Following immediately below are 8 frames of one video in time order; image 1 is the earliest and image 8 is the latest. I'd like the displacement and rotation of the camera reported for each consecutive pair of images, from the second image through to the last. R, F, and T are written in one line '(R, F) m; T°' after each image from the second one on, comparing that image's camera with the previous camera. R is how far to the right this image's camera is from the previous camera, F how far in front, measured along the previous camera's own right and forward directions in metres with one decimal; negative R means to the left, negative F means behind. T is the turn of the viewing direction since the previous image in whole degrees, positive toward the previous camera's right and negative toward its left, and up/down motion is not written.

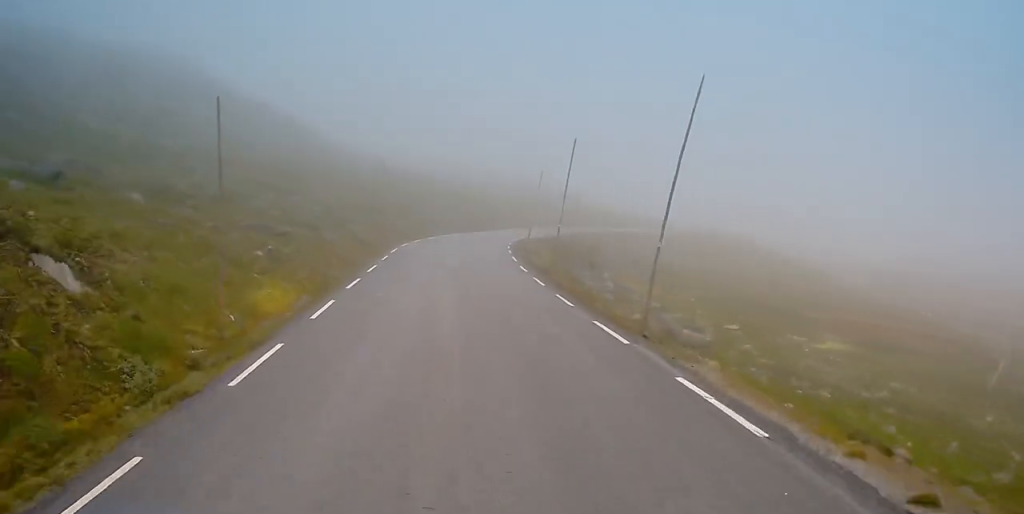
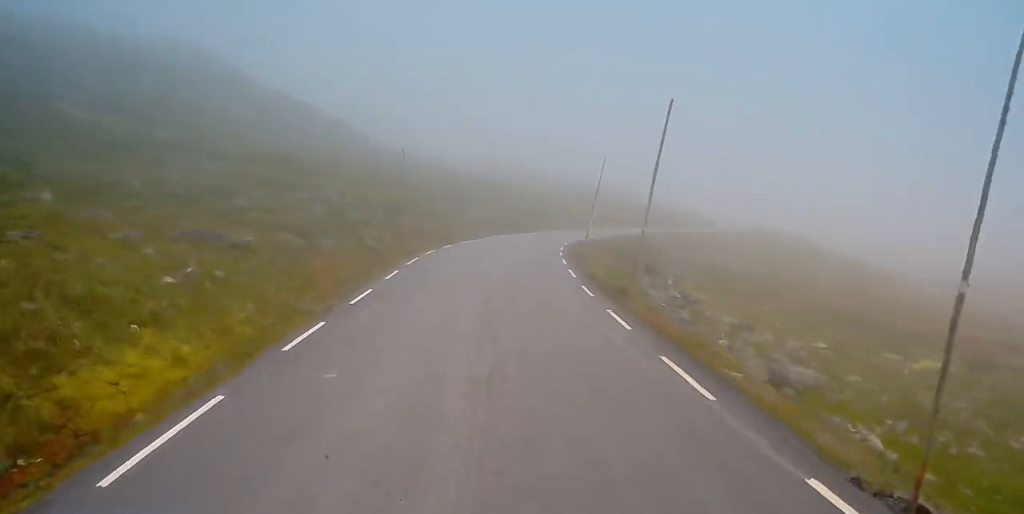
(-0.4, +10.0) m; -2°
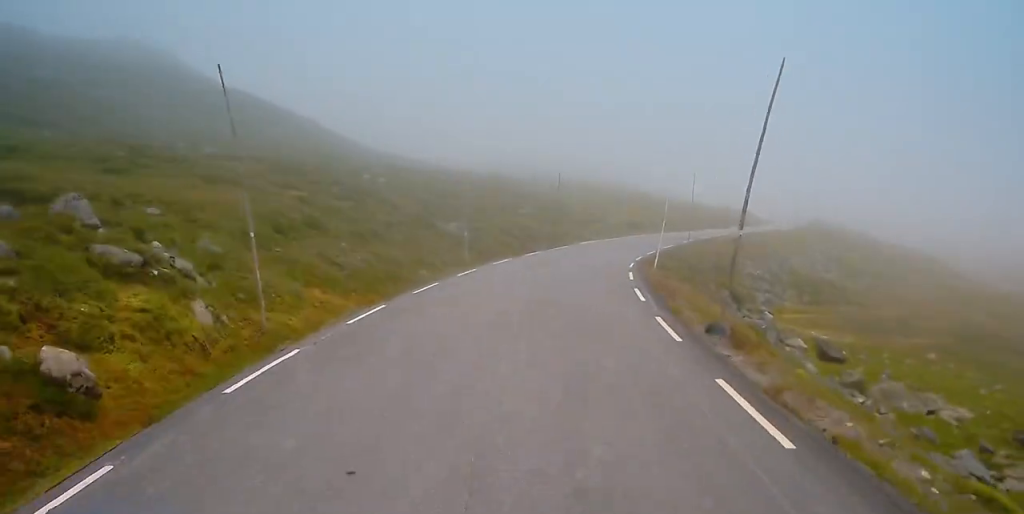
(-0.1, +26.0) m; 0°
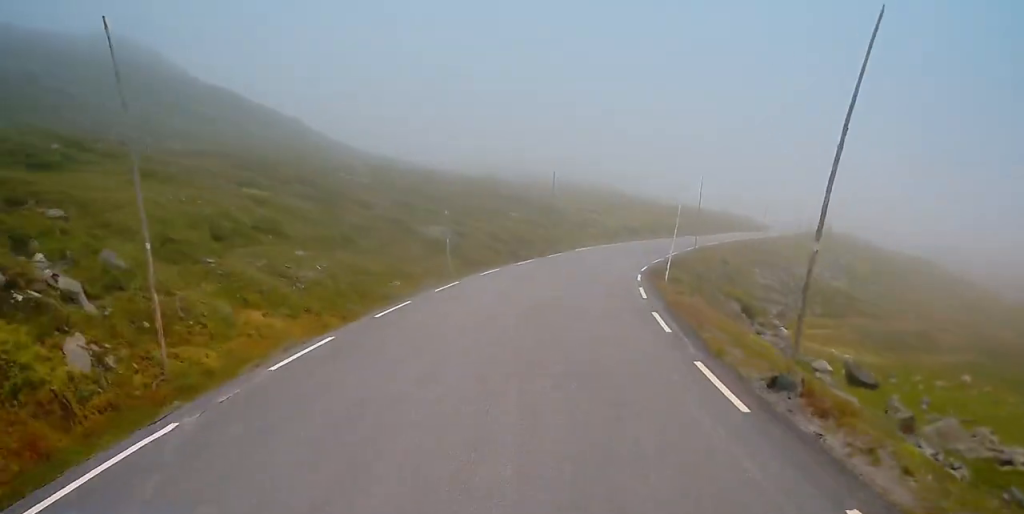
(0.0, +4.4) m; +1°
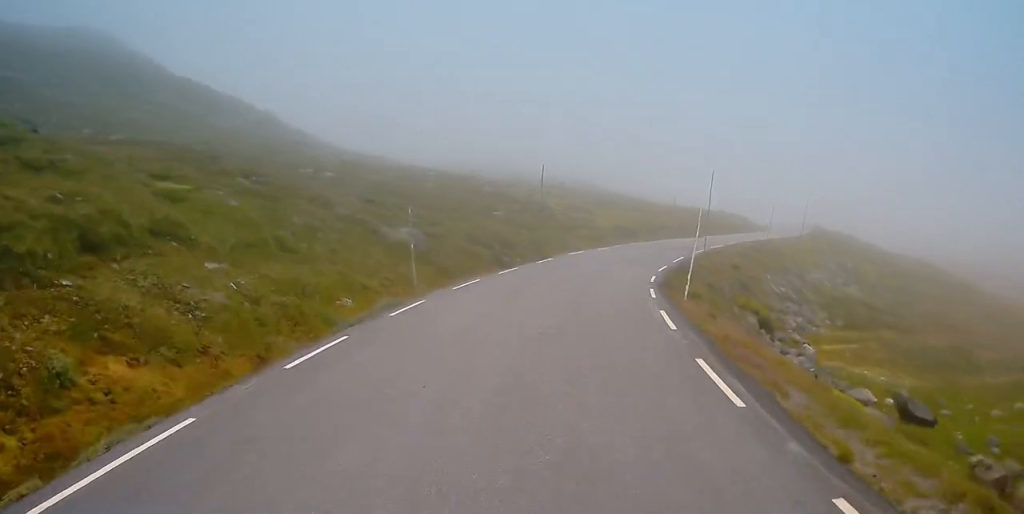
(-0.2, +5.7) m; +2°
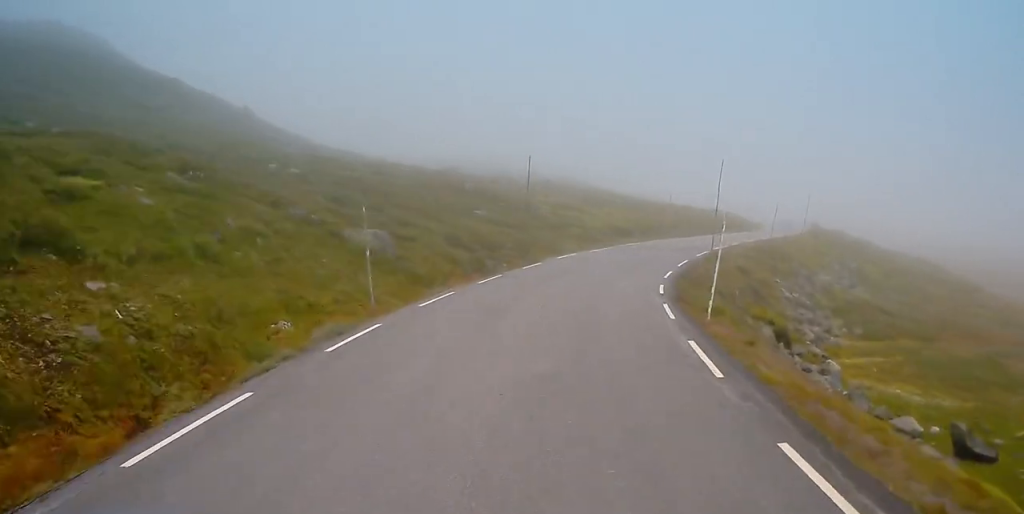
(+0.2, +4.6) m; +2°
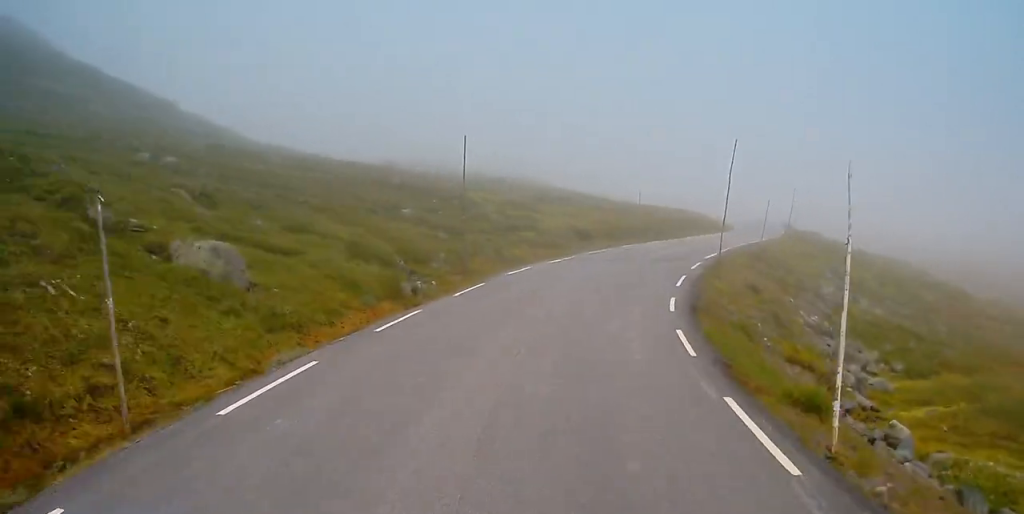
(+0.5, +10.2) m; +4°
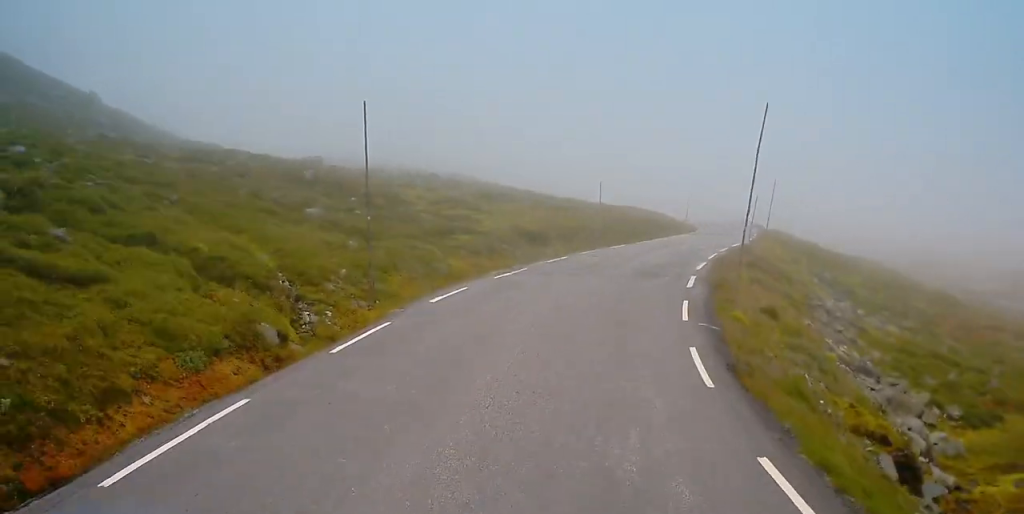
(+0.1, +8.6) m; +4°
